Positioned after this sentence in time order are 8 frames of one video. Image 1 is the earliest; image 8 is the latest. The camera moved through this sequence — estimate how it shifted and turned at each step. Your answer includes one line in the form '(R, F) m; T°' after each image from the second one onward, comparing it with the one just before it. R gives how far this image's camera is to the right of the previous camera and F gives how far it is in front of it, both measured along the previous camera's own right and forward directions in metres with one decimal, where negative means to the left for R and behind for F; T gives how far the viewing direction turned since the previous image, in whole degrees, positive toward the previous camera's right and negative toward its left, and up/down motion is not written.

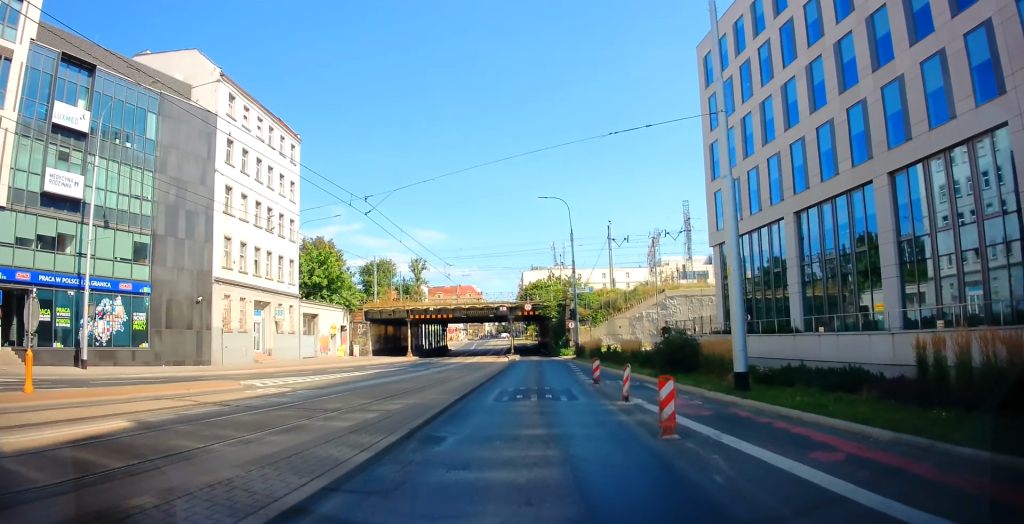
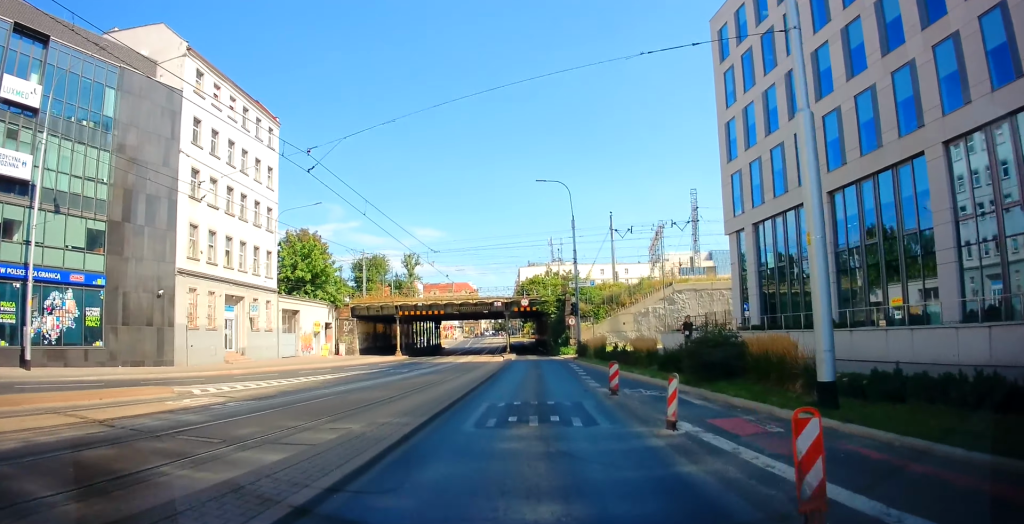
(0.0, +3.9) m; +1°
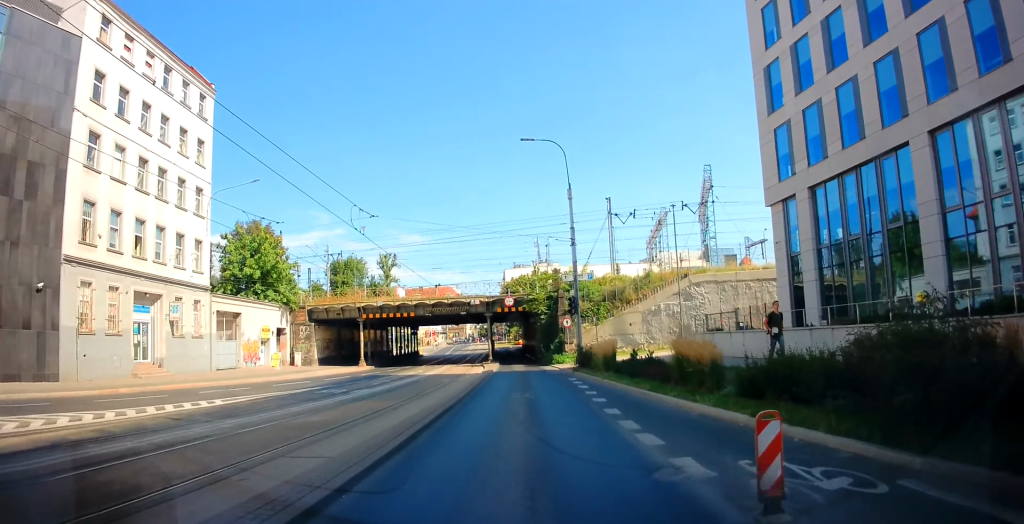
(+0.1, +8.7) m; +1°
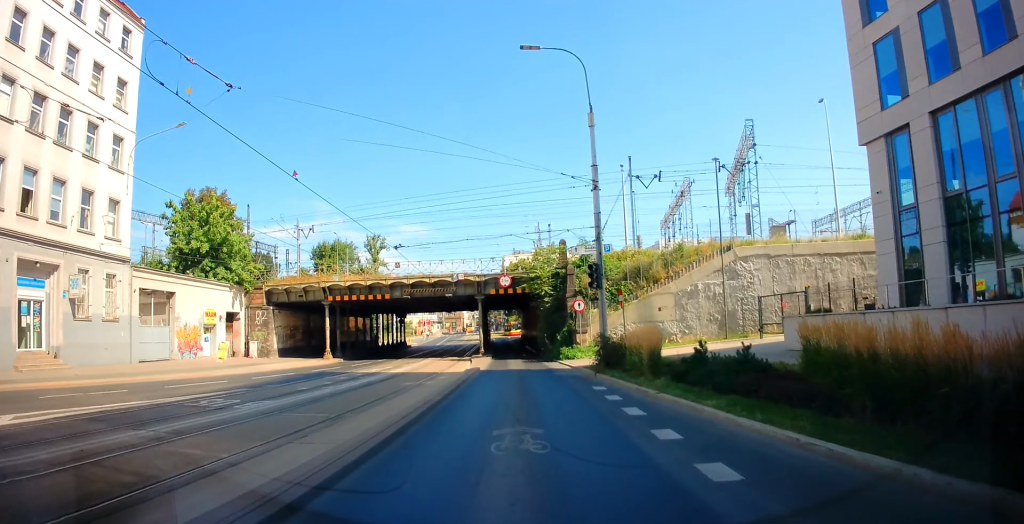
(-0.1, +9.1) m; -2°
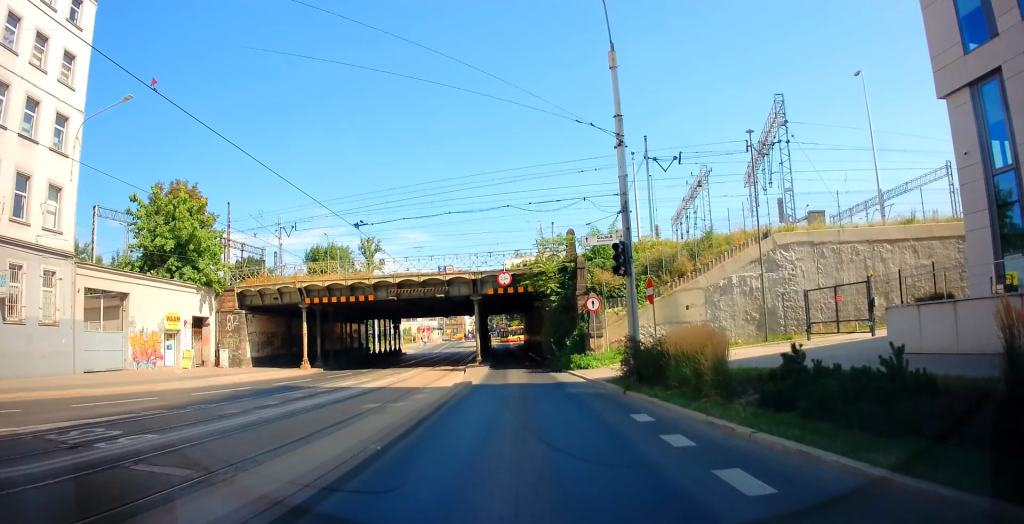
(-0.3, +4.9) m; -1°
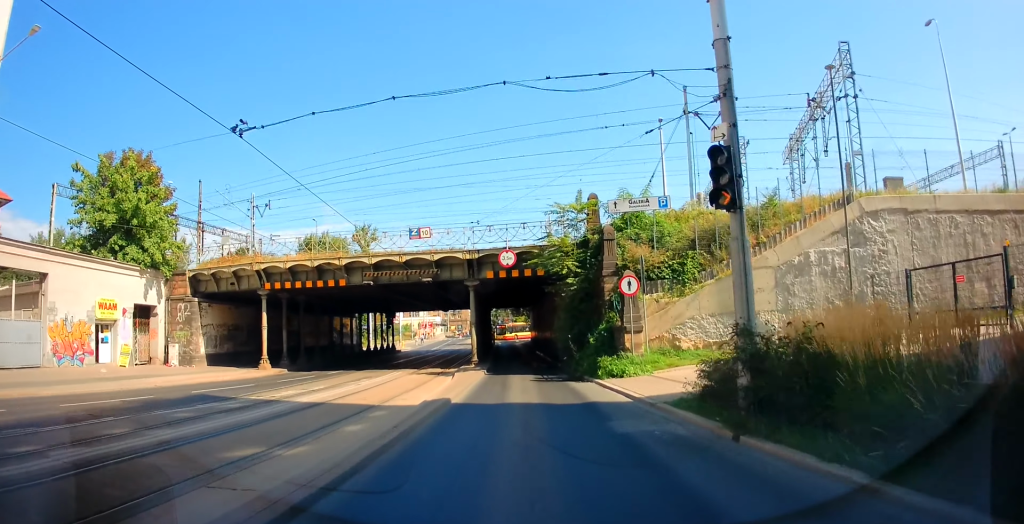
(+0.4, +7.3) m; +2°
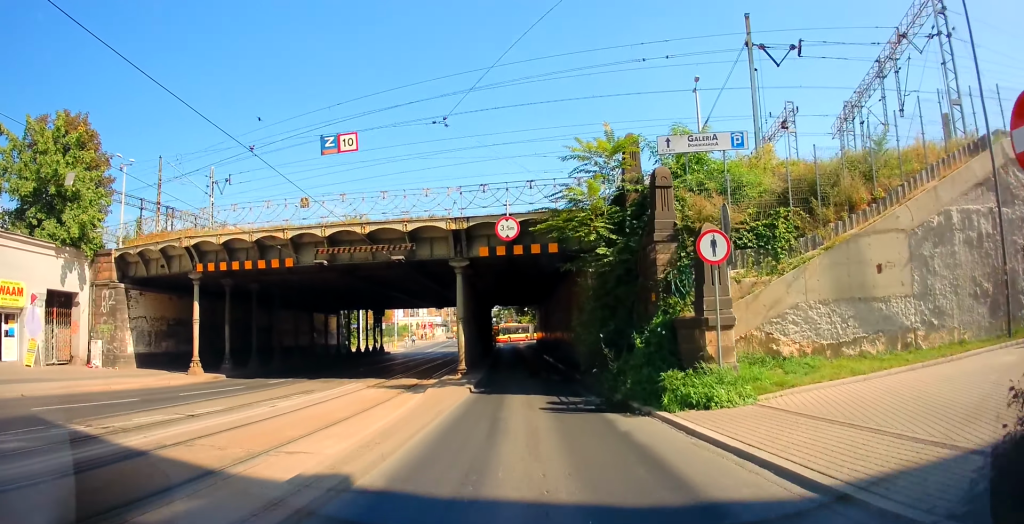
(0.0, +7.4) m; -2°
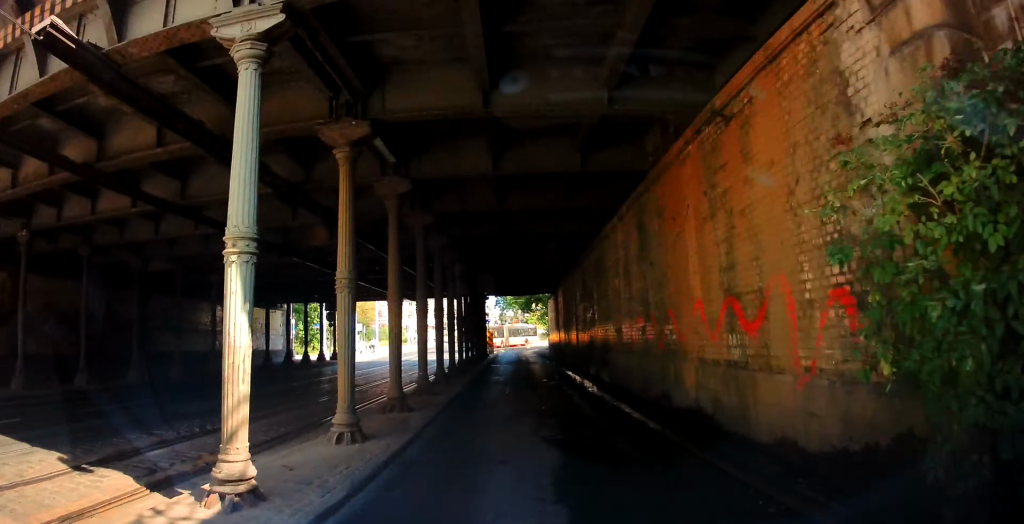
(-0.4, +15.3) m; 0°
